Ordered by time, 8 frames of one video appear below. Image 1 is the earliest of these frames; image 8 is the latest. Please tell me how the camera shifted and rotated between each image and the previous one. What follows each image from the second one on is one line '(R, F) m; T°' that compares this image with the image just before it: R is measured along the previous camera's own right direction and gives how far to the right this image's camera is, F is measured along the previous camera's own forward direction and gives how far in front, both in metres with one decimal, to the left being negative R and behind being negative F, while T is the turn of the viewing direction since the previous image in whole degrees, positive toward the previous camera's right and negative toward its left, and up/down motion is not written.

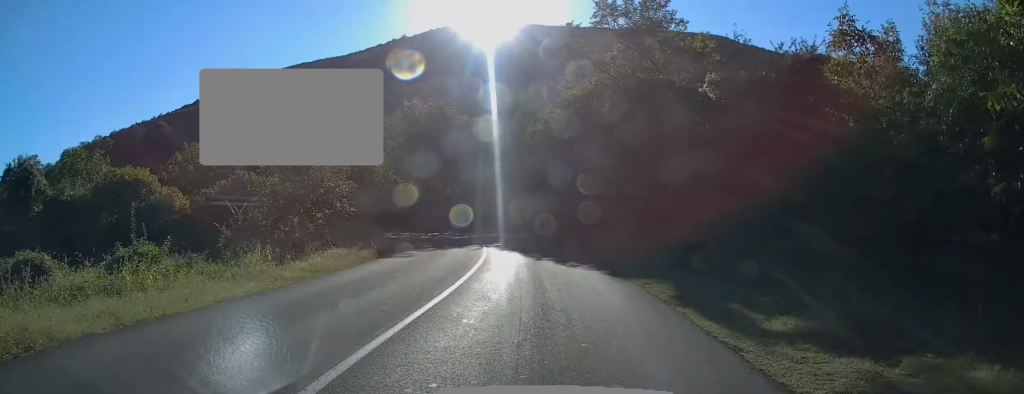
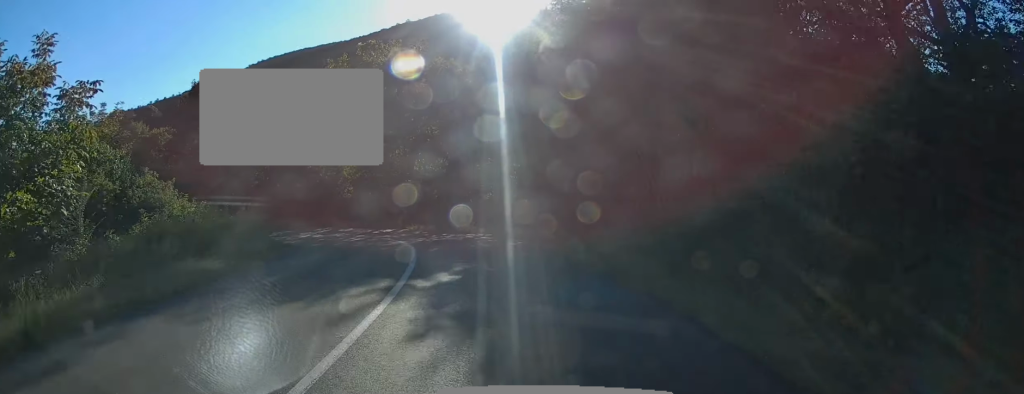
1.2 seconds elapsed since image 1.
(+0.3, +15.9) m; 0°
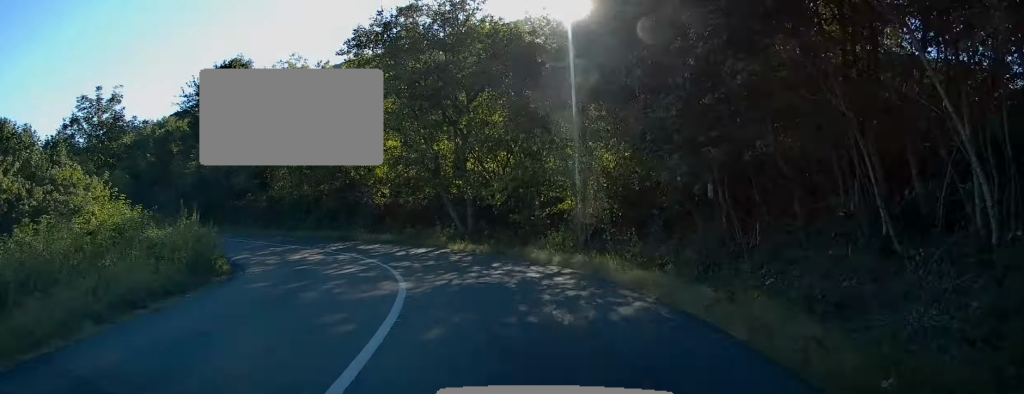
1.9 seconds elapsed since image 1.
(0.0, +8.8) m; -3°
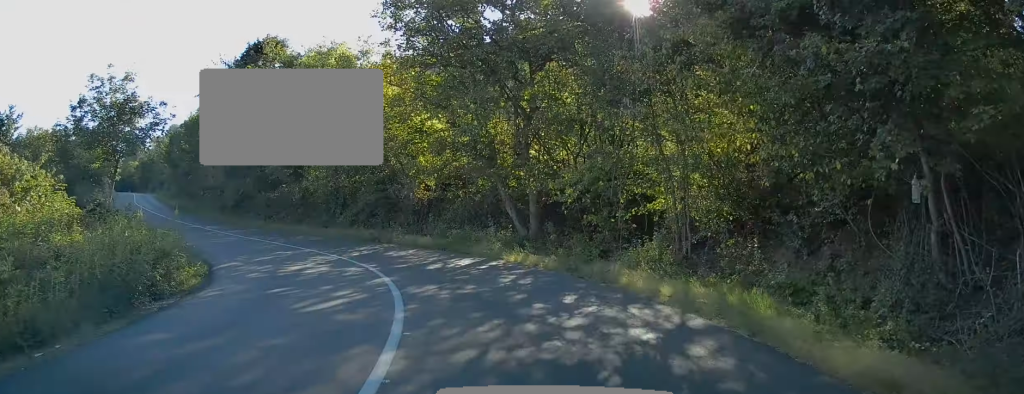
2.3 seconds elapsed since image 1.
(-0.2, +5.0) m; -5°
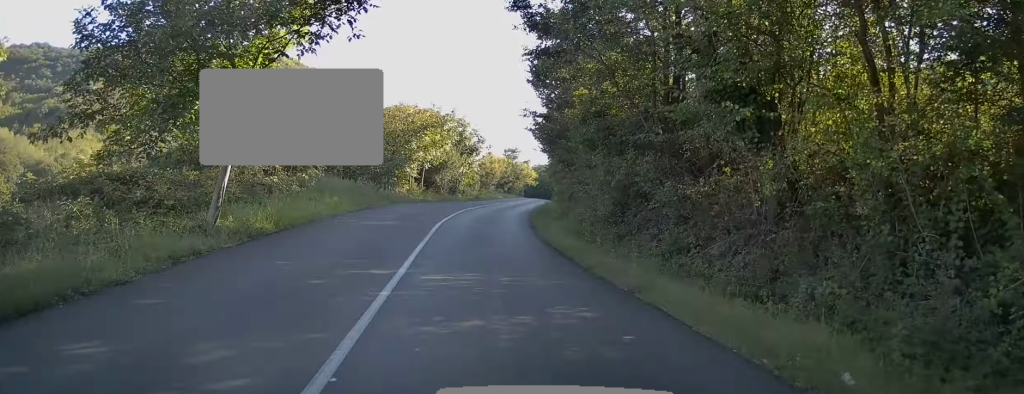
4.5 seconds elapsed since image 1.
(-6.5, +21.5) m; -37°
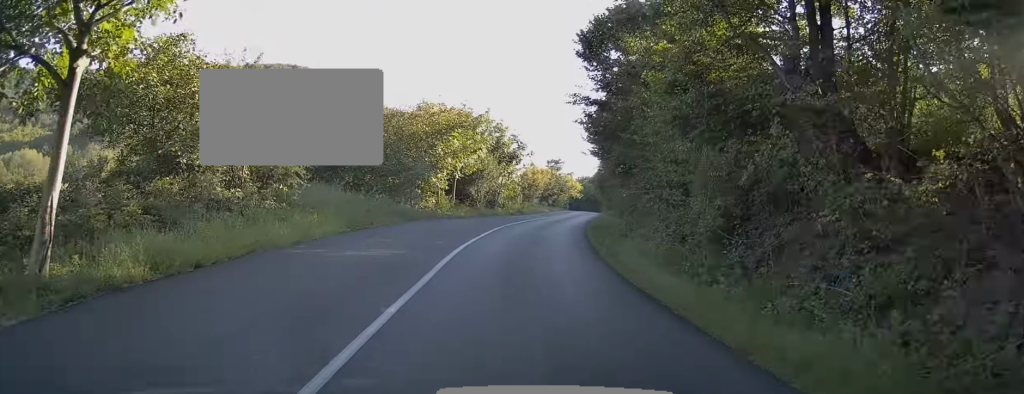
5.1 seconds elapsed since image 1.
(-0.5, +6.0) m; -7°
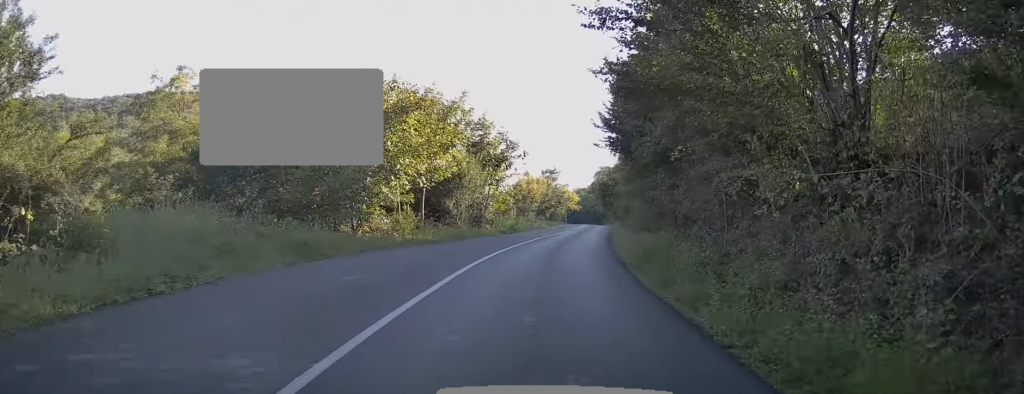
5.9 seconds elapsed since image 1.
(-0.7, +10.0) m; -2°
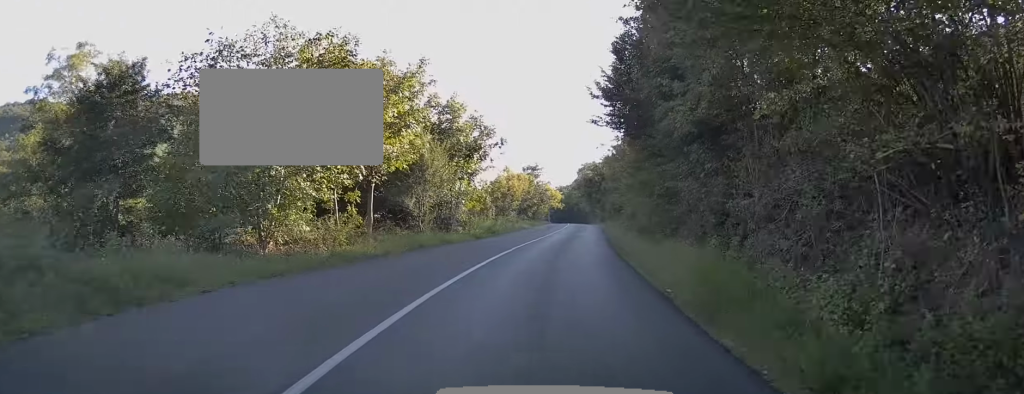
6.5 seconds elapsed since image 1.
(+0.2, +6.7) m; +2°
